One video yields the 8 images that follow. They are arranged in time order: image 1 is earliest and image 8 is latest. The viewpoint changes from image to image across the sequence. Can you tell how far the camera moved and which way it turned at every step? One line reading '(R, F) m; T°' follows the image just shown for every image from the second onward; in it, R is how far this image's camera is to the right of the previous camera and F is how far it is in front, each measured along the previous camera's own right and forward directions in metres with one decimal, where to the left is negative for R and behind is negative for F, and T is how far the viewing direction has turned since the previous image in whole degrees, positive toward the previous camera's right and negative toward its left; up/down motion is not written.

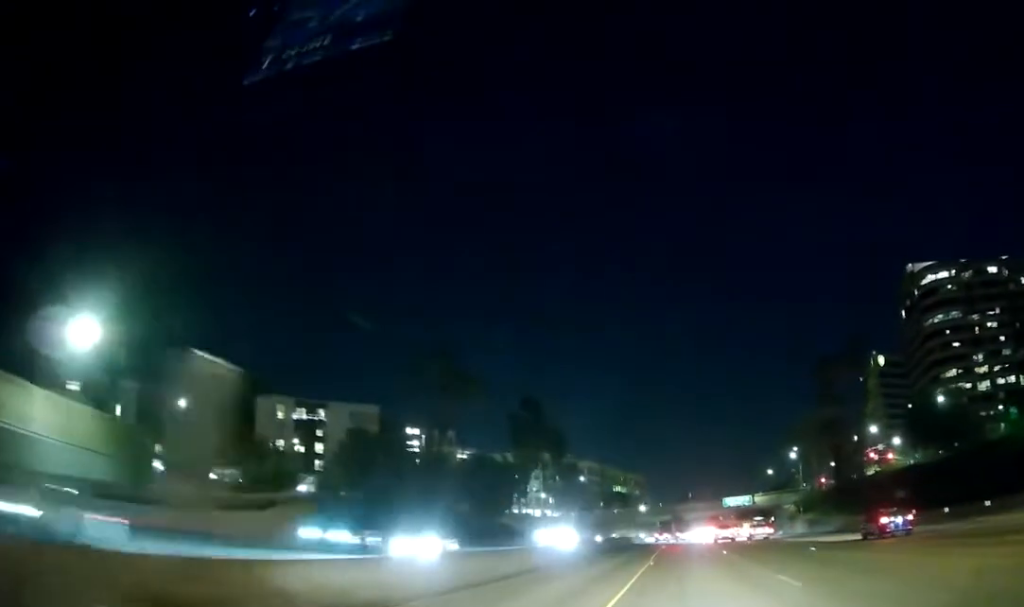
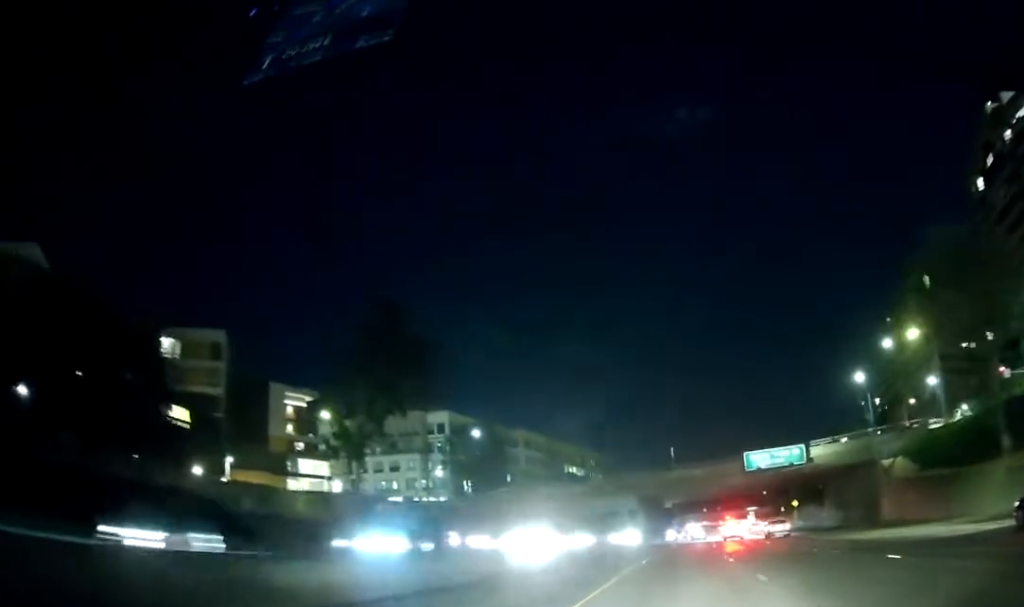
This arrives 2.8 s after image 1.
(-1.3, +82.9) m; 0°
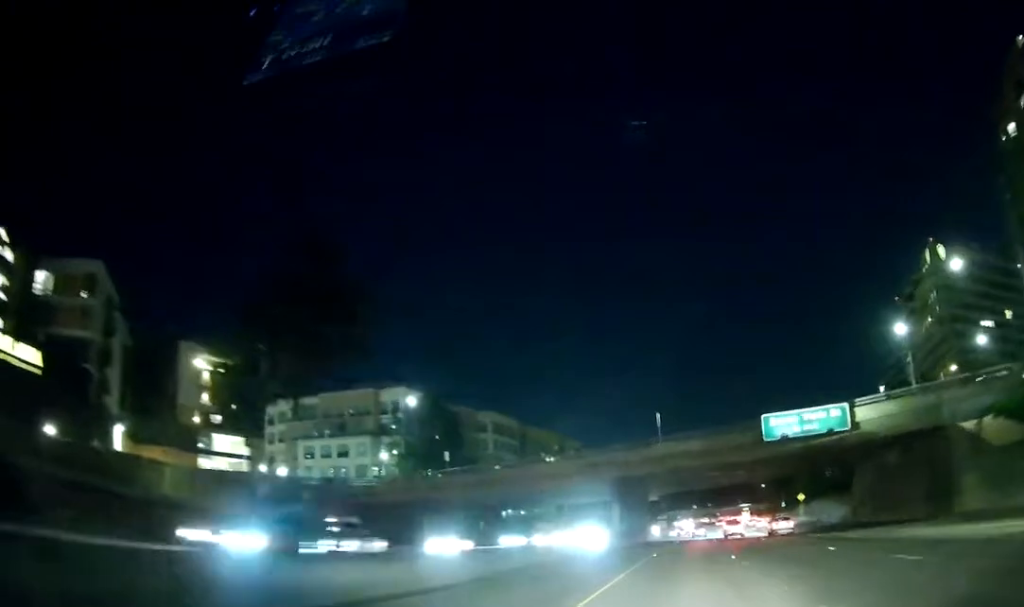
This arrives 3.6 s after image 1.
(+1.0, +23.7) m; +1°
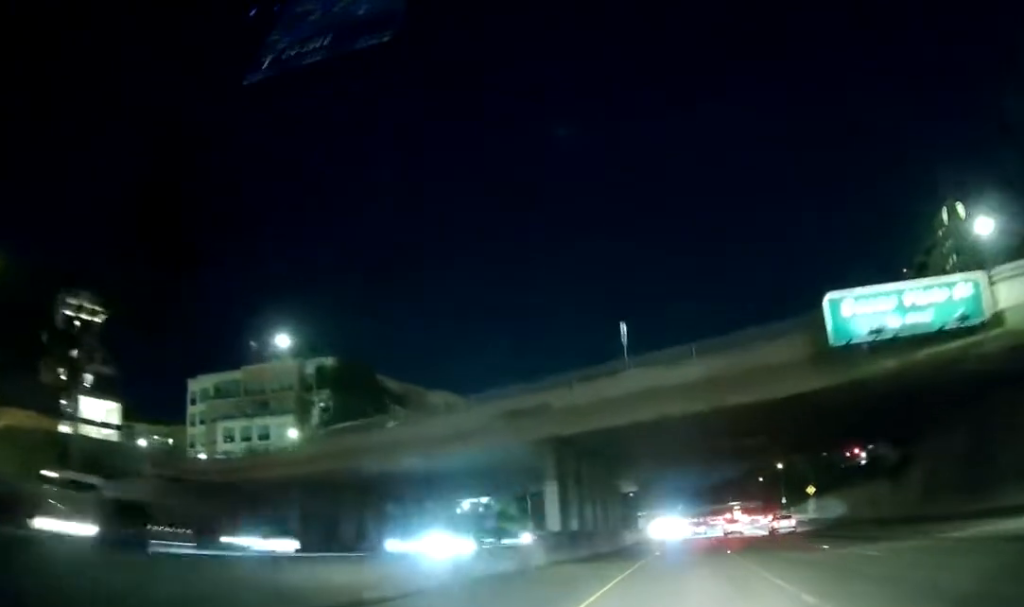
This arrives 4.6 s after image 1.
(-0.4, +27.3) m; 0°
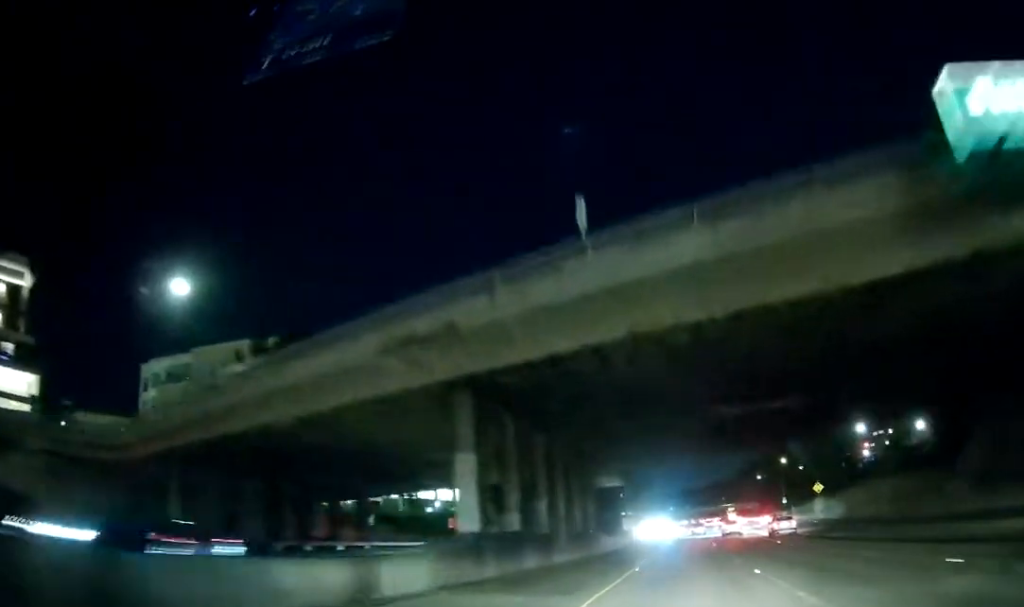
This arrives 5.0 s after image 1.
(+0.1, +13.5) m; 0°
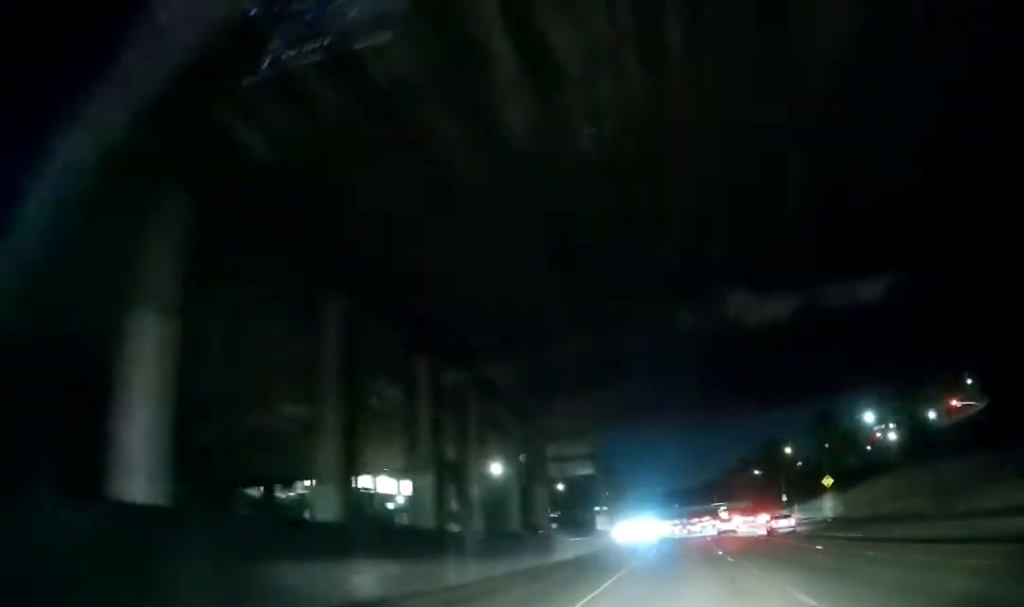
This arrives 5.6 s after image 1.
(+0.2, +15.4) m; 0°
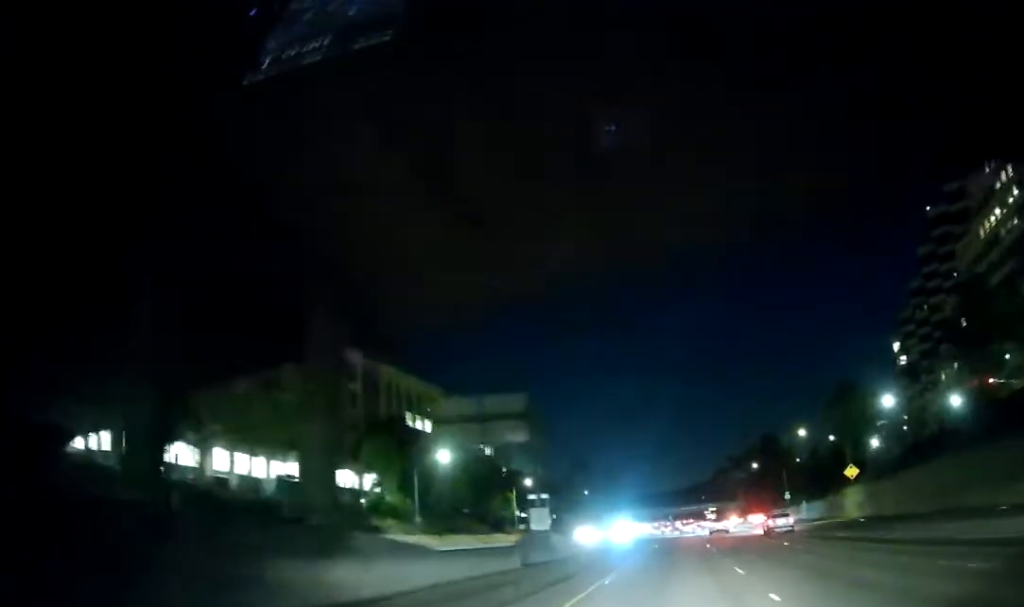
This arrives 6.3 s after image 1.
(+0.1, +21.0) m; +1°
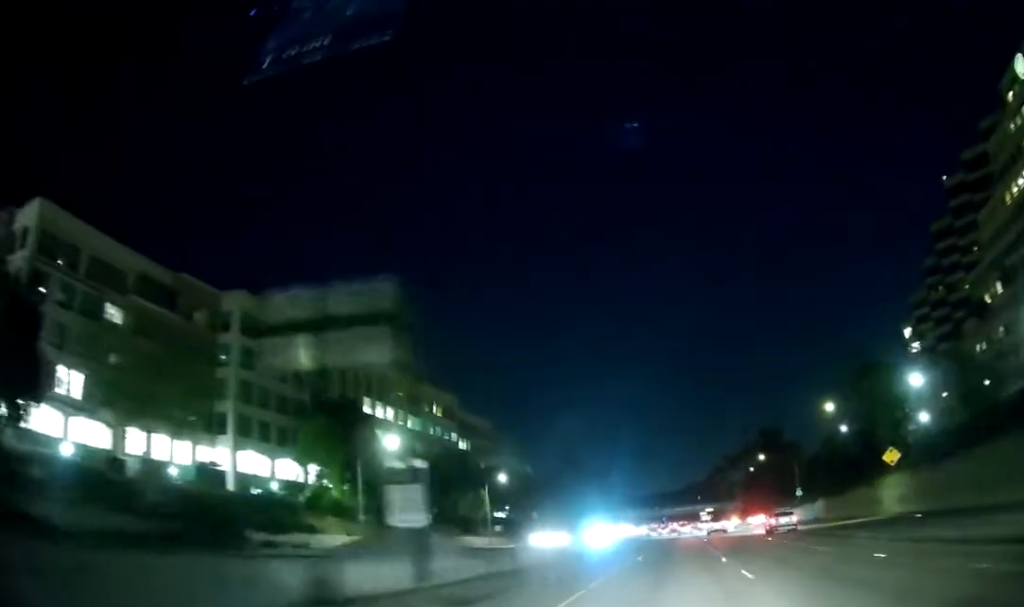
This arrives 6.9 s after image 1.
(0.0, +16.2) m; +1°
